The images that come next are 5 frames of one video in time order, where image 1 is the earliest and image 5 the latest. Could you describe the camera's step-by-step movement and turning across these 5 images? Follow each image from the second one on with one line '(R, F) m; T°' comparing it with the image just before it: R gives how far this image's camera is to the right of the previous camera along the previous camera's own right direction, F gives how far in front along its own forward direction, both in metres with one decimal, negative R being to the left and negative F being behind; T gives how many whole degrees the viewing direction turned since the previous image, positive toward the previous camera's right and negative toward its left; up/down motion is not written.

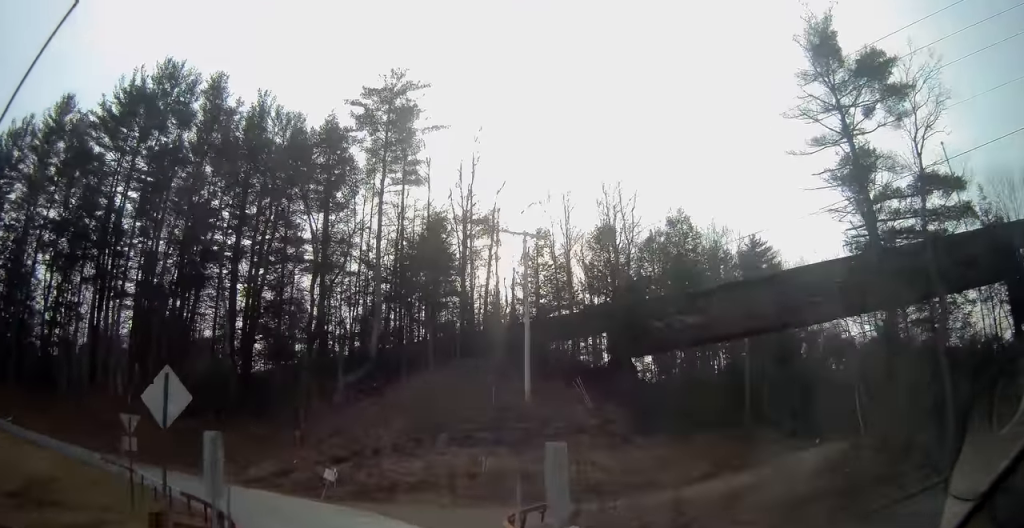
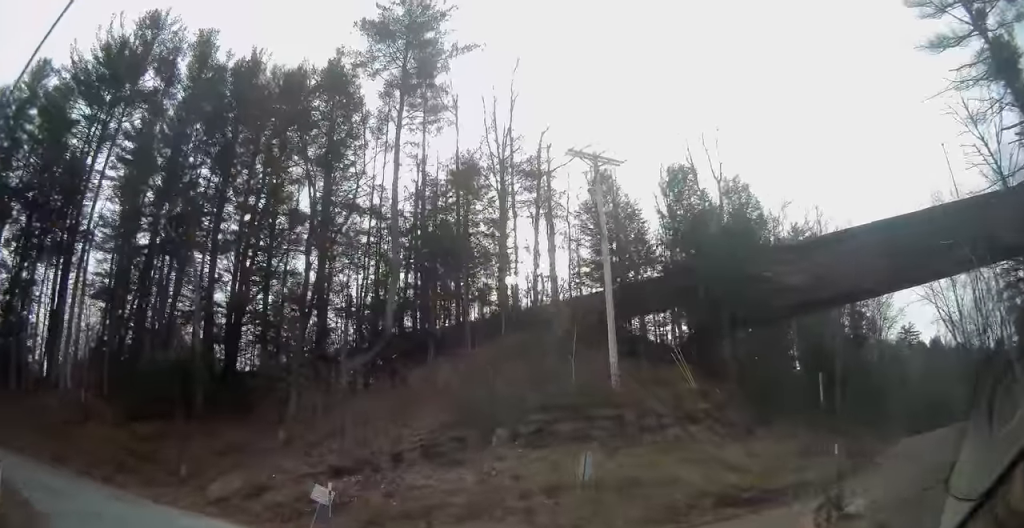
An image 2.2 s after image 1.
(0.0, +10.8) m; -6°
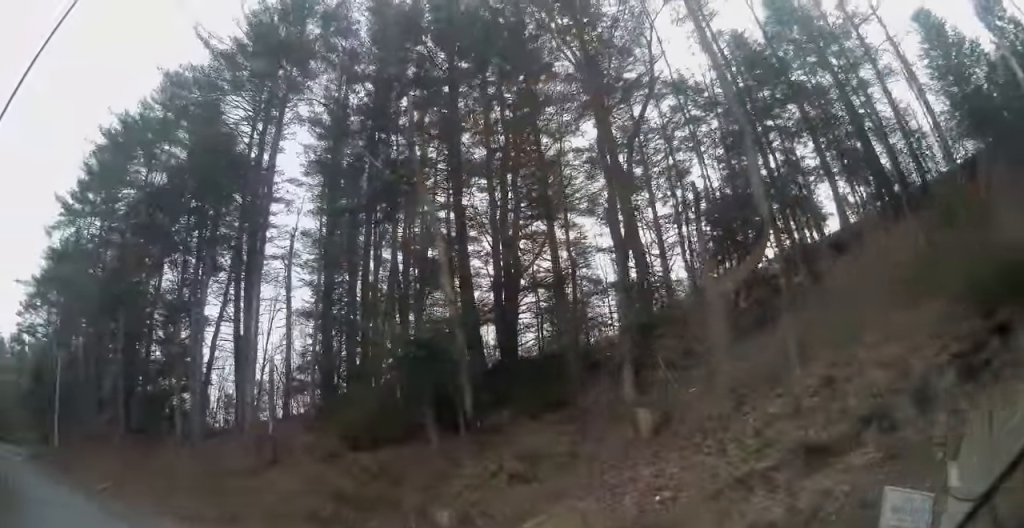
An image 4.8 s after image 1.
(-2.6, +11.9) m; -28°
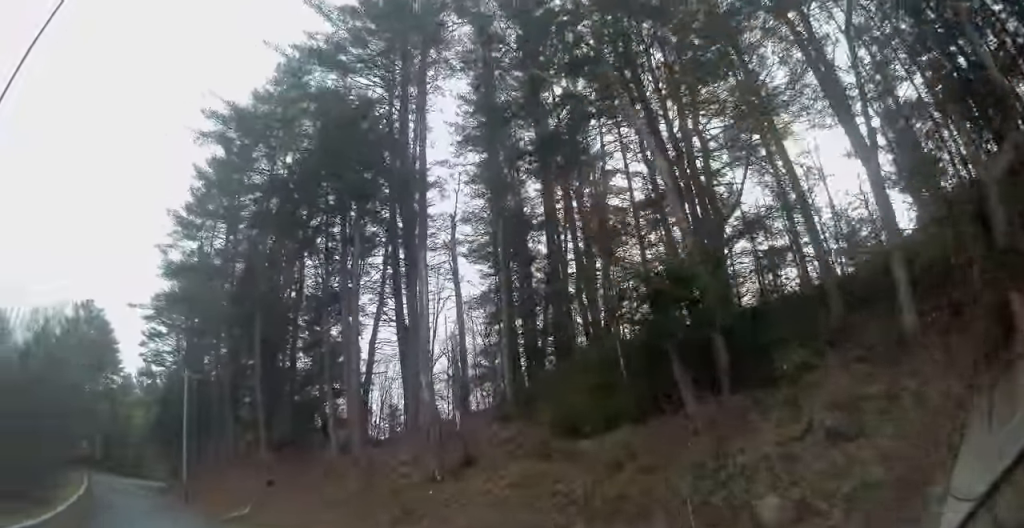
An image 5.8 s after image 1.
(-0.9, +5.5) m; -17°
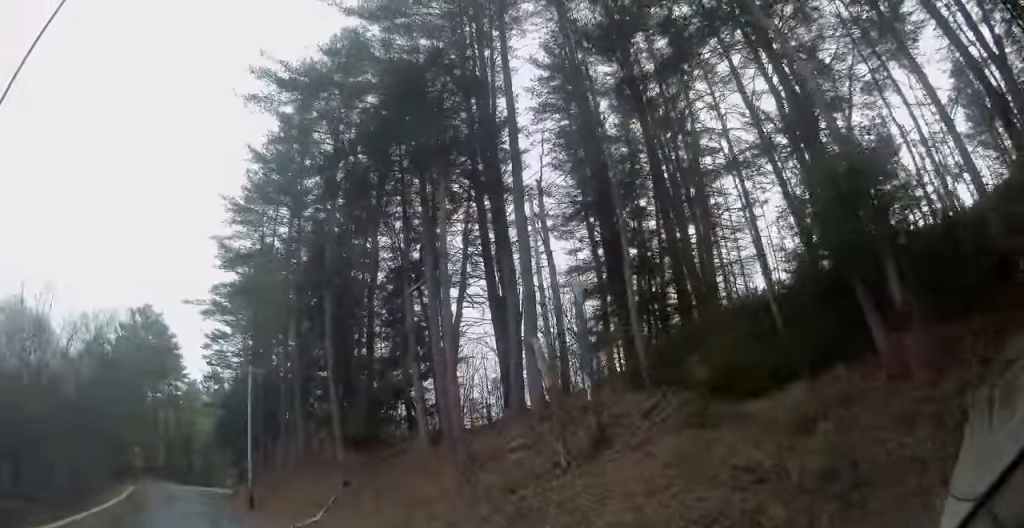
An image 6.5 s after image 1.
(-0.4, +4.0) m; -9°
